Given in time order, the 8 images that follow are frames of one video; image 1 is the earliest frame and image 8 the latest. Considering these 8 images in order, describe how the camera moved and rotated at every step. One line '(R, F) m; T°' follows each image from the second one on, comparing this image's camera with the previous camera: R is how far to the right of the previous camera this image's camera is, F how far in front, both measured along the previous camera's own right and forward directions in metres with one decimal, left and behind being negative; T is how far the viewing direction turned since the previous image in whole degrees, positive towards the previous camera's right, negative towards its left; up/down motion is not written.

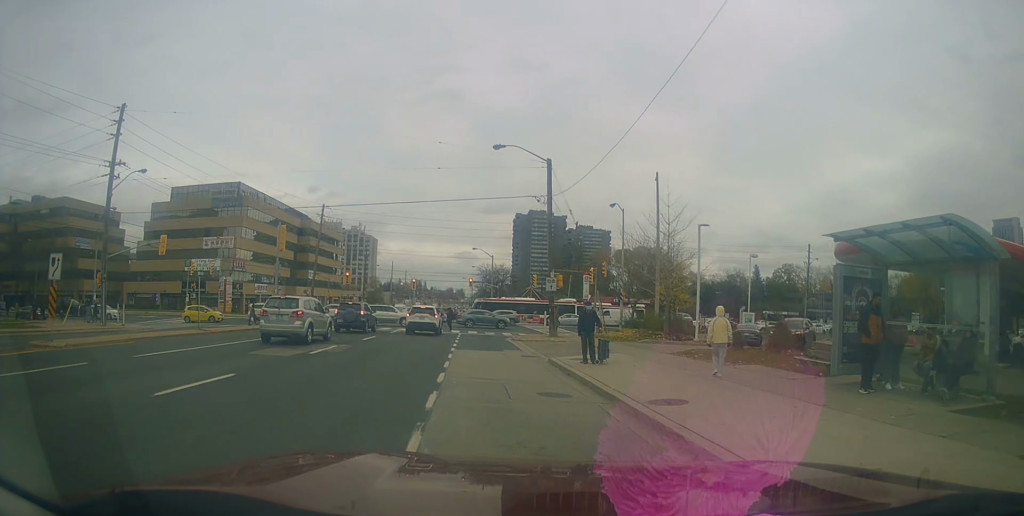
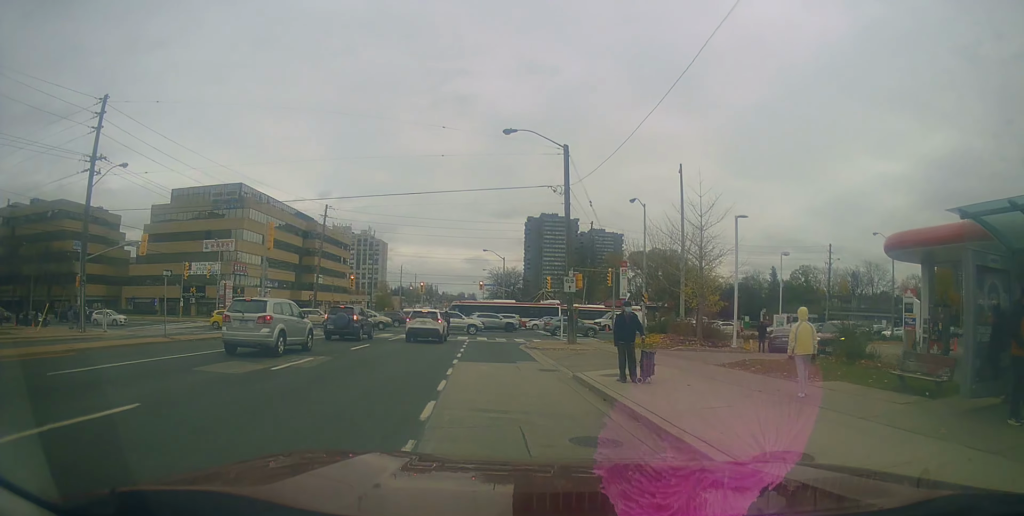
(-0.6, +3.6) m; -3°
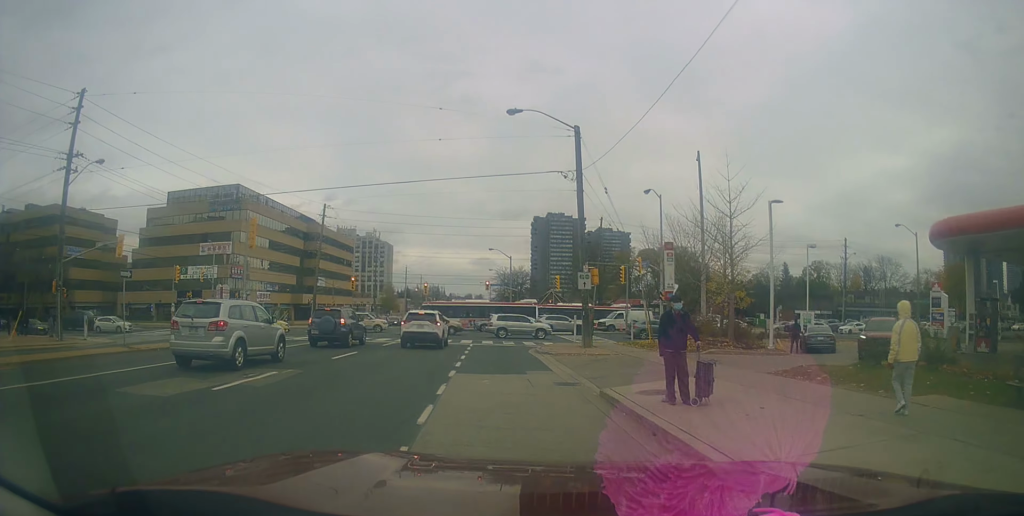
(-0.5, +3.2) m; -3°
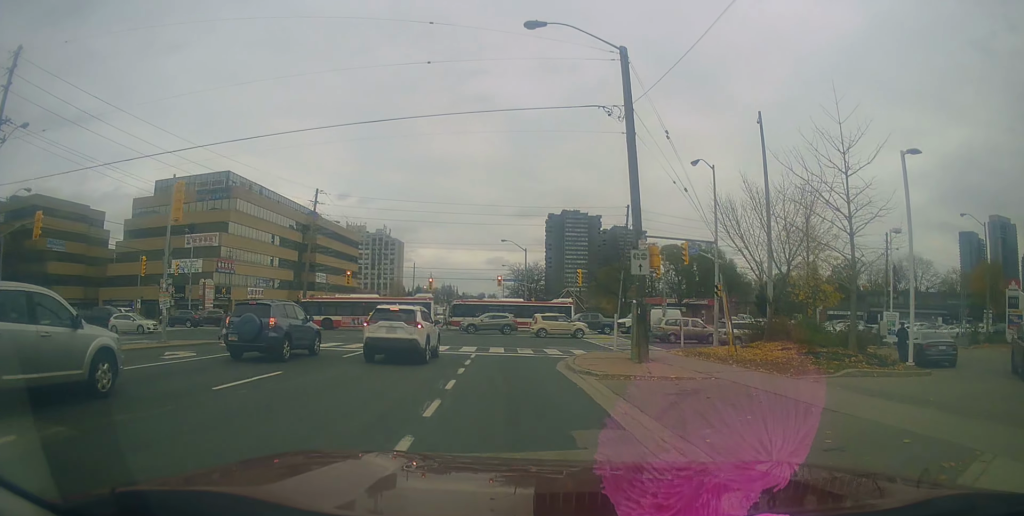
(+0.8, +8.2) m; +5°
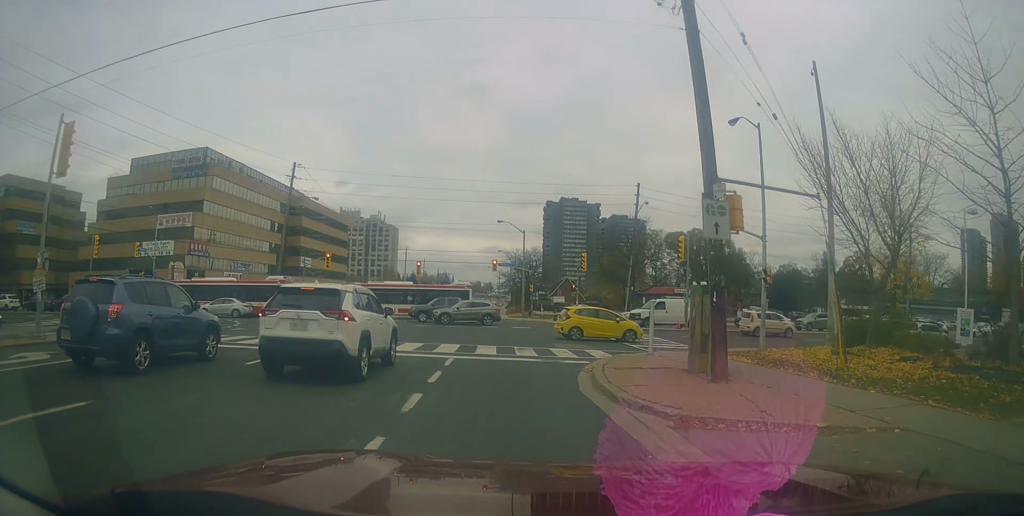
(-0.2, +6.1) m; -6°
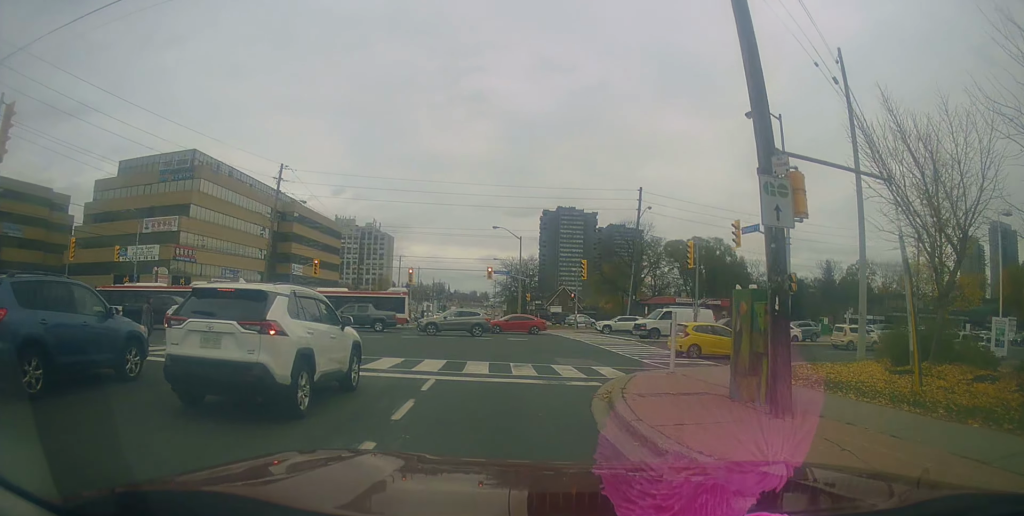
(-0.2, +2.5) m; -2°
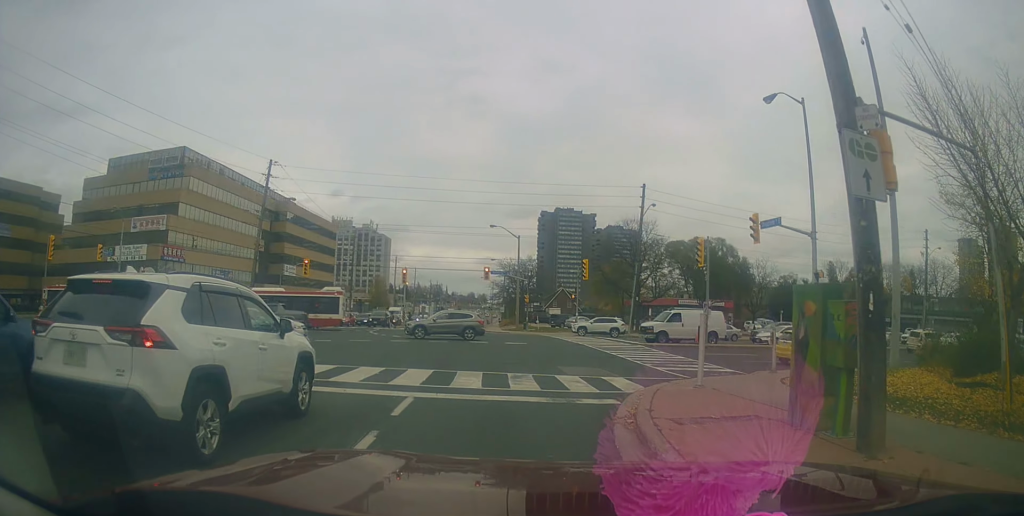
(0.0, +1.9) m; +2°
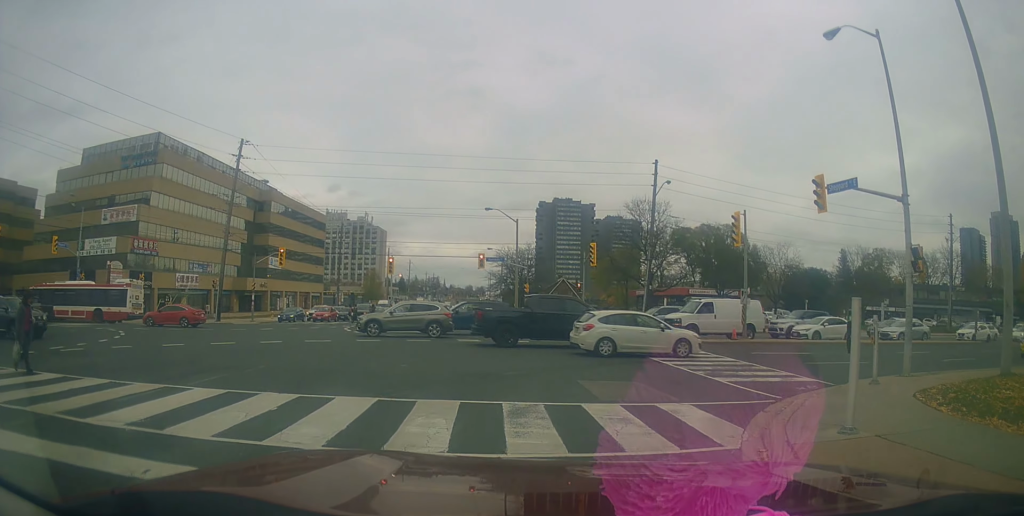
(+0.4, +3.5) m; +6°
